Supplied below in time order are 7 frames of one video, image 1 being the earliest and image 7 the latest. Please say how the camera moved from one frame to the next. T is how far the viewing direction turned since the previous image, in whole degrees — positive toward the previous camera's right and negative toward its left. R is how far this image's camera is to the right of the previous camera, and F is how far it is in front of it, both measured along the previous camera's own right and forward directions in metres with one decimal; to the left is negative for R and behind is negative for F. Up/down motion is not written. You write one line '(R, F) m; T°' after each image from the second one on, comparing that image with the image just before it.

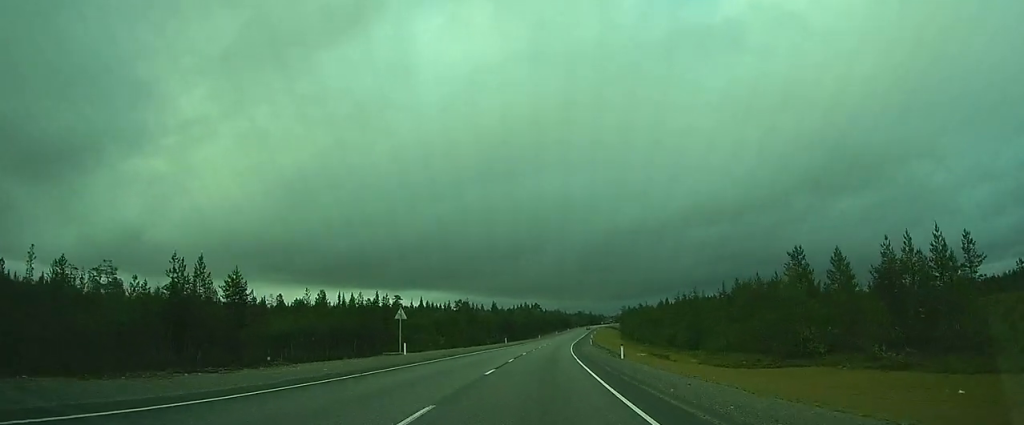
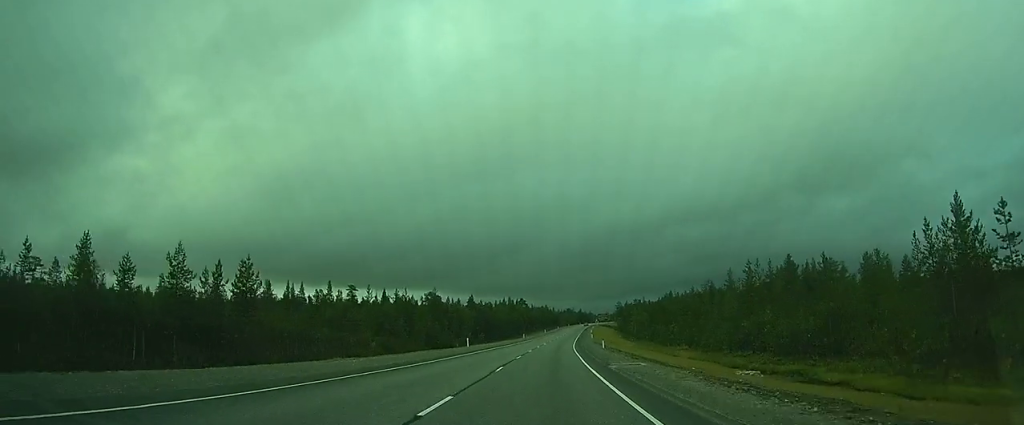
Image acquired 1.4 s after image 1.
(+0.5, +35.6) m; +2°
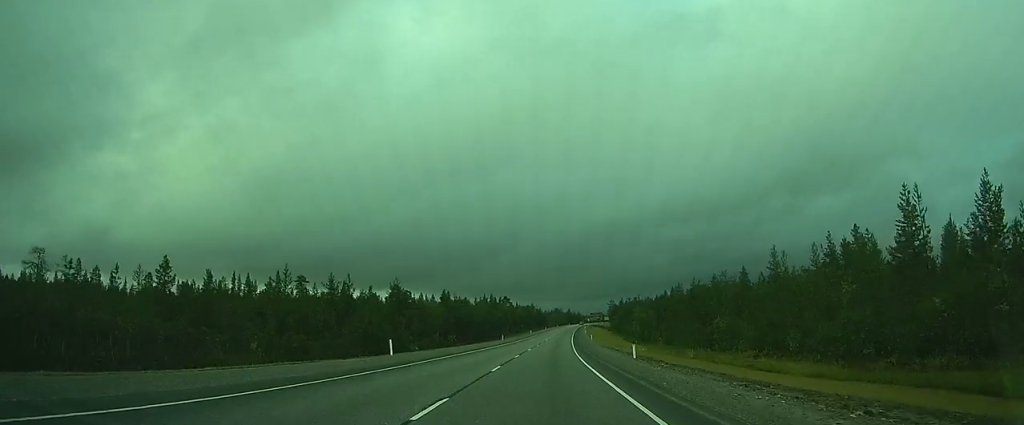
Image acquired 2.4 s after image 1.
(+0.3, +25.2) m; +1°
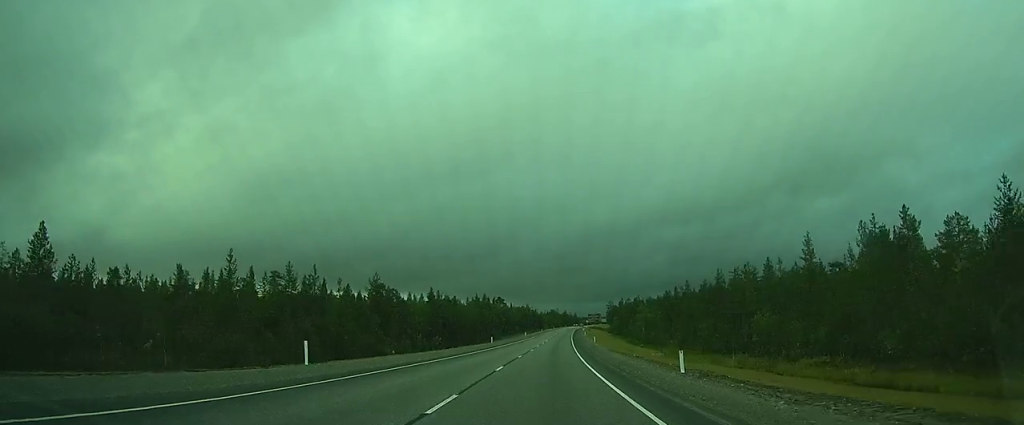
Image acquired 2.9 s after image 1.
(0.0, +11.0) m; 0°
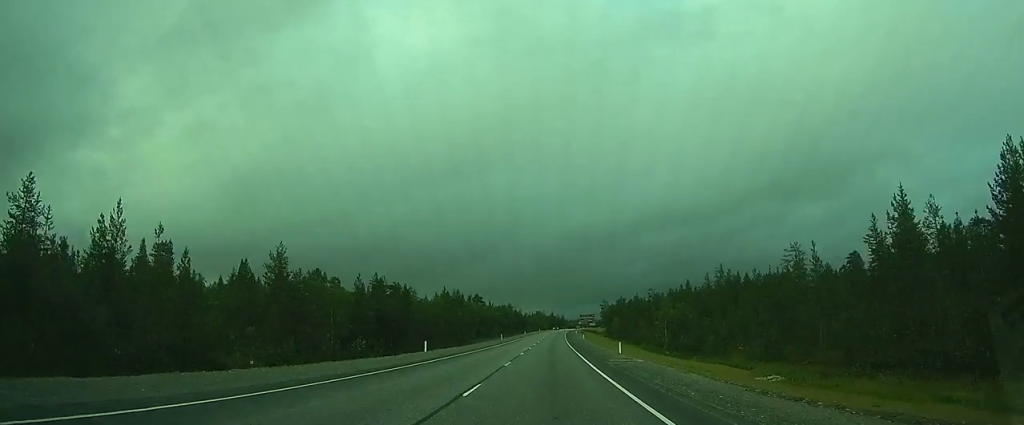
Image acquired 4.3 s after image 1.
(+0.1, +31.9) m; +1°
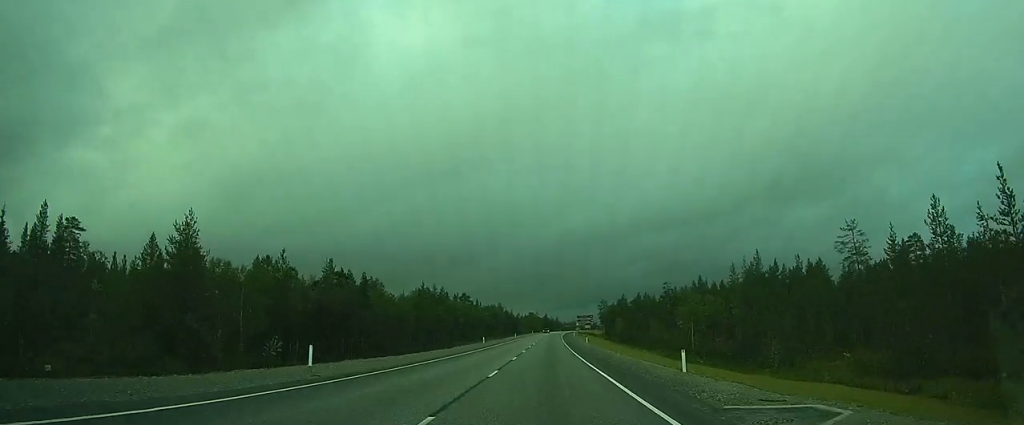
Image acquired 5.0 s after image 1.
(+0.2, +16.9) m; +1°
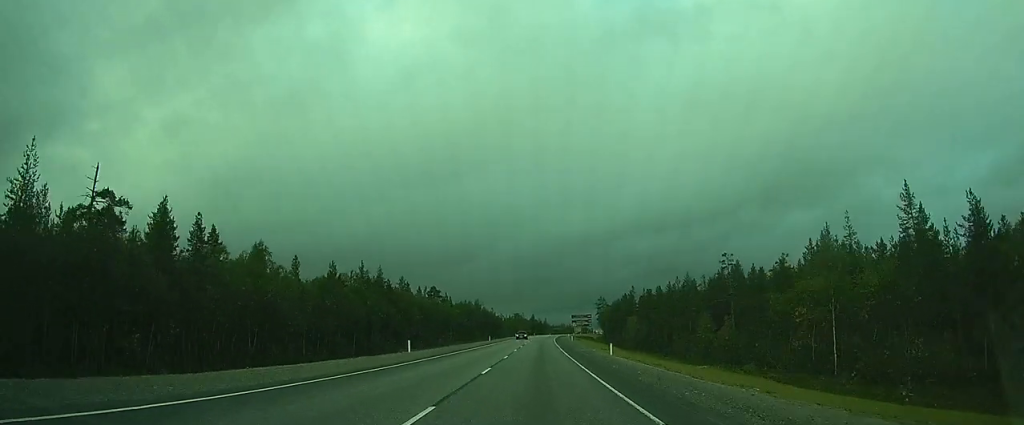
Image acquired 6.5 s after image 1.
(+0.6, +31.0) m; +1°
